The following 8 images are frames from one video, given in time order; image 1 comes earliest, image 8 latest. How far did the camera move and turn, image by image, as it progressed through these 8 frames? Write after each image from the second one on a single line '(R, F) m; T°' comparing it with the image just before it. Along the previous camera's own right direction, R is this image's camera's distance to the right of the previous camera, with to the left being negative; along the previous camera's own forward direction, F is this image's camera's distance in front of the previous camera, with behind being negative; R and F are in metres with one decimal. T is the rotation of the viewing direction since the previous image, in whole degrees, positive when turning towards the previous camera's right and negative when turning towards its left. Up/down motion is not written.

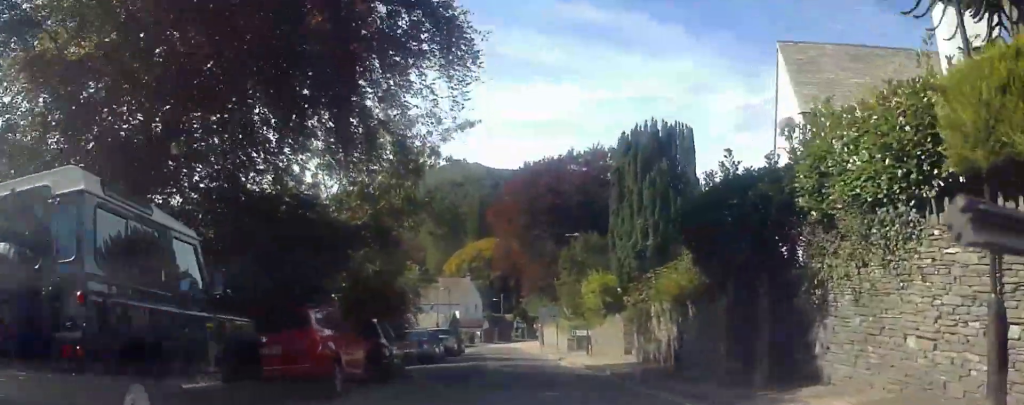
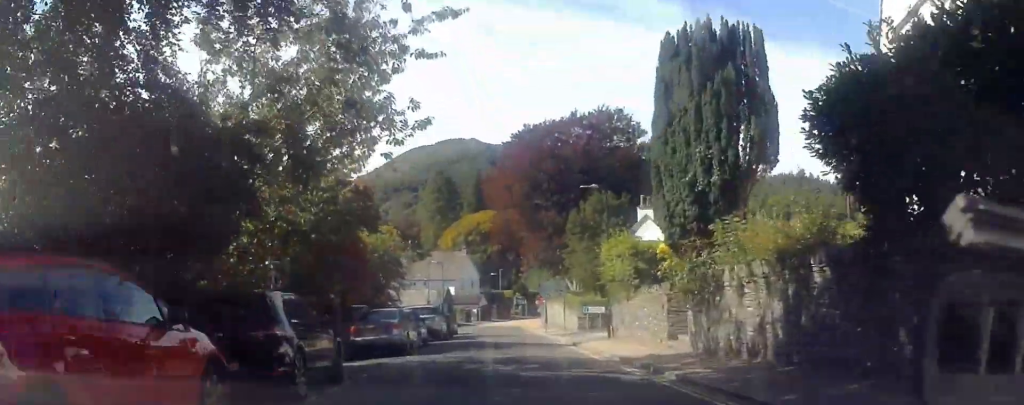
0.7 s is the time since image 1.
(+0.2, +7.2) m; +1°
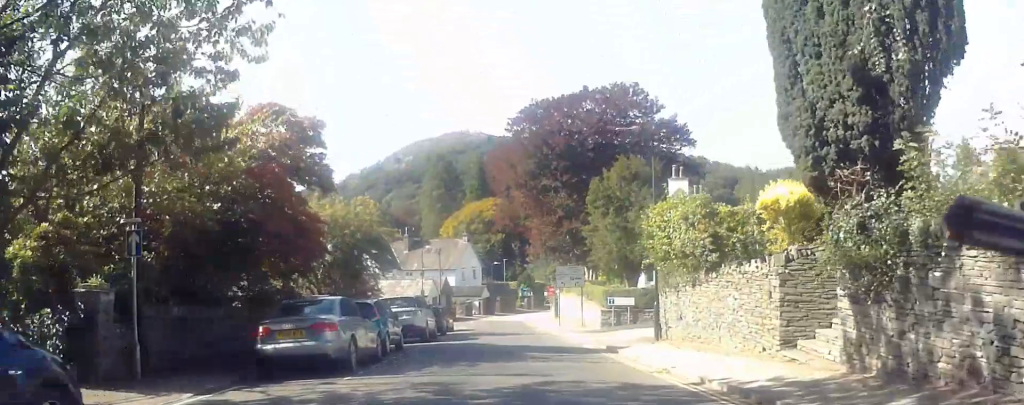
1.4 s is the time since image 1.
(+0.1, +7.7) m; -1°
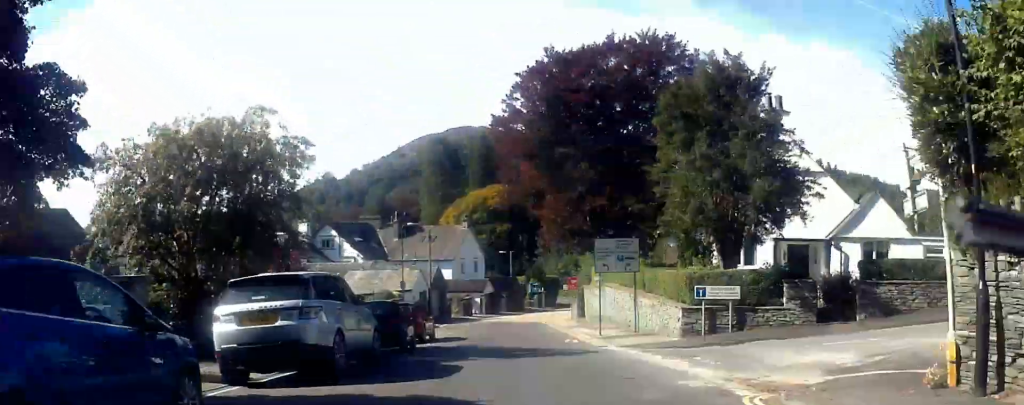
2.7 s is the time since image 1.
(-0.4, +13.6) m; -2°
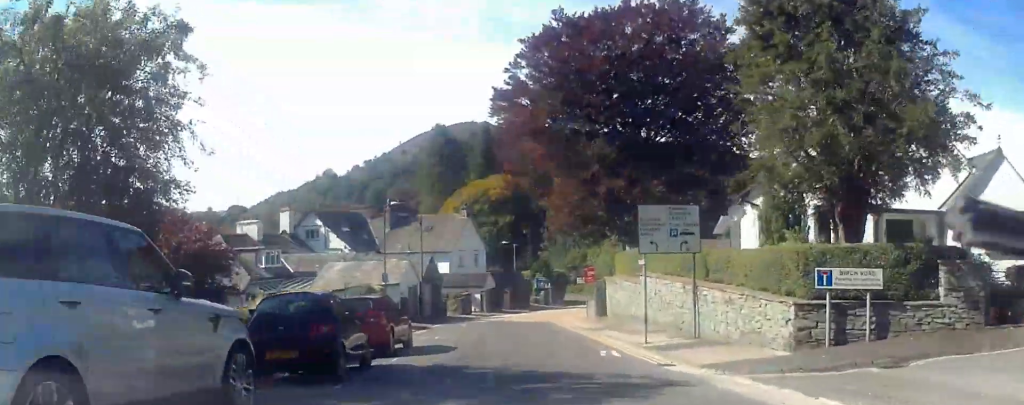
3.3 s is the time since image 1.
(0.0, +7.2) m; 0°
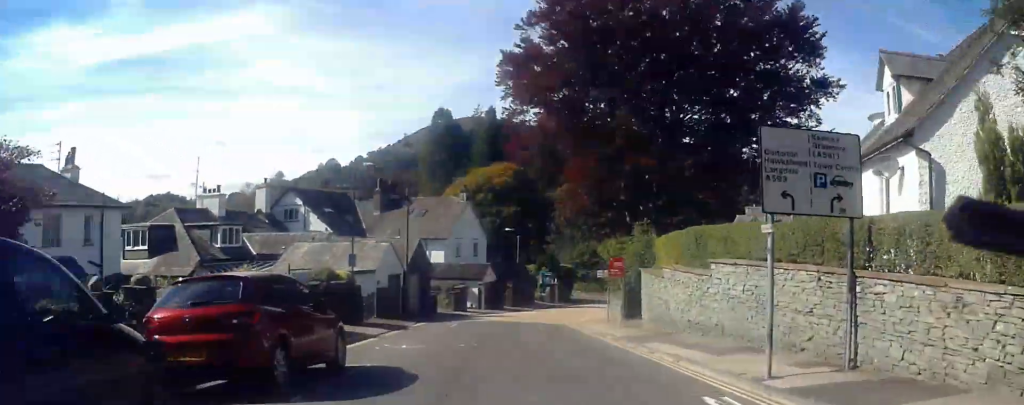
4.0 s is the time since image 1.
(+0.4, +8.1) m; 0°
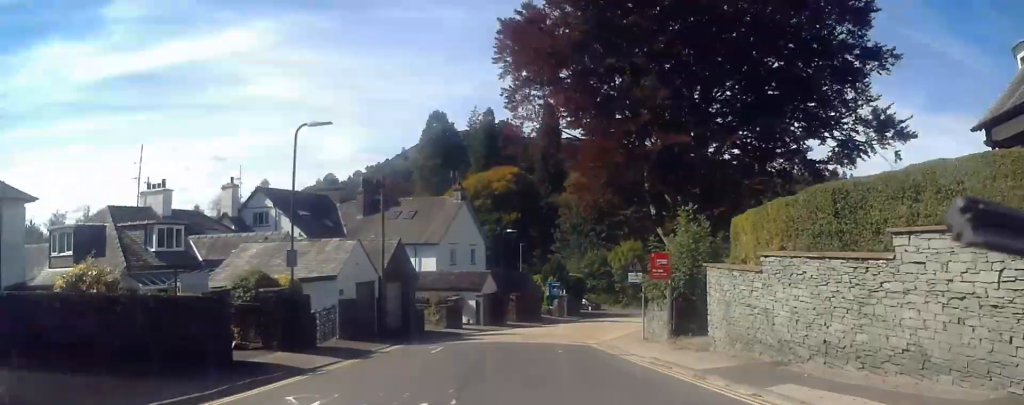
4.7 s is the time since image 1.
(-0.4, +8.0) m; -2°
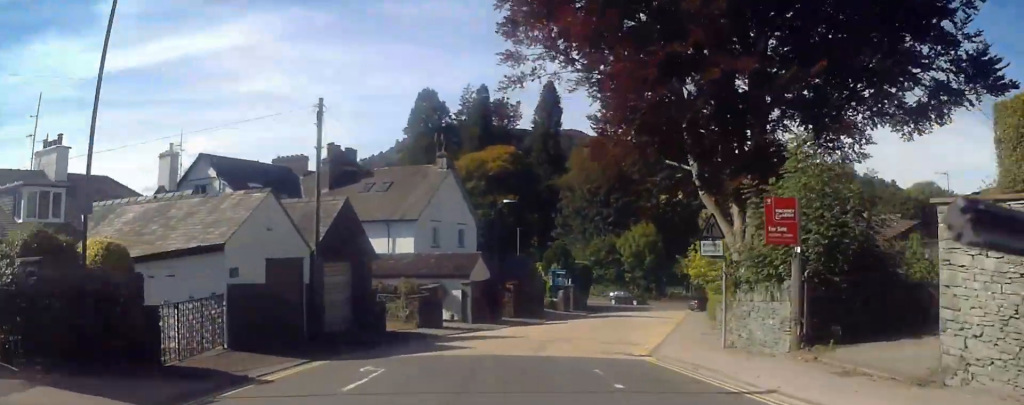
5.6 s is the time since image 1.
(-0.1, +10.2) m; +1°
